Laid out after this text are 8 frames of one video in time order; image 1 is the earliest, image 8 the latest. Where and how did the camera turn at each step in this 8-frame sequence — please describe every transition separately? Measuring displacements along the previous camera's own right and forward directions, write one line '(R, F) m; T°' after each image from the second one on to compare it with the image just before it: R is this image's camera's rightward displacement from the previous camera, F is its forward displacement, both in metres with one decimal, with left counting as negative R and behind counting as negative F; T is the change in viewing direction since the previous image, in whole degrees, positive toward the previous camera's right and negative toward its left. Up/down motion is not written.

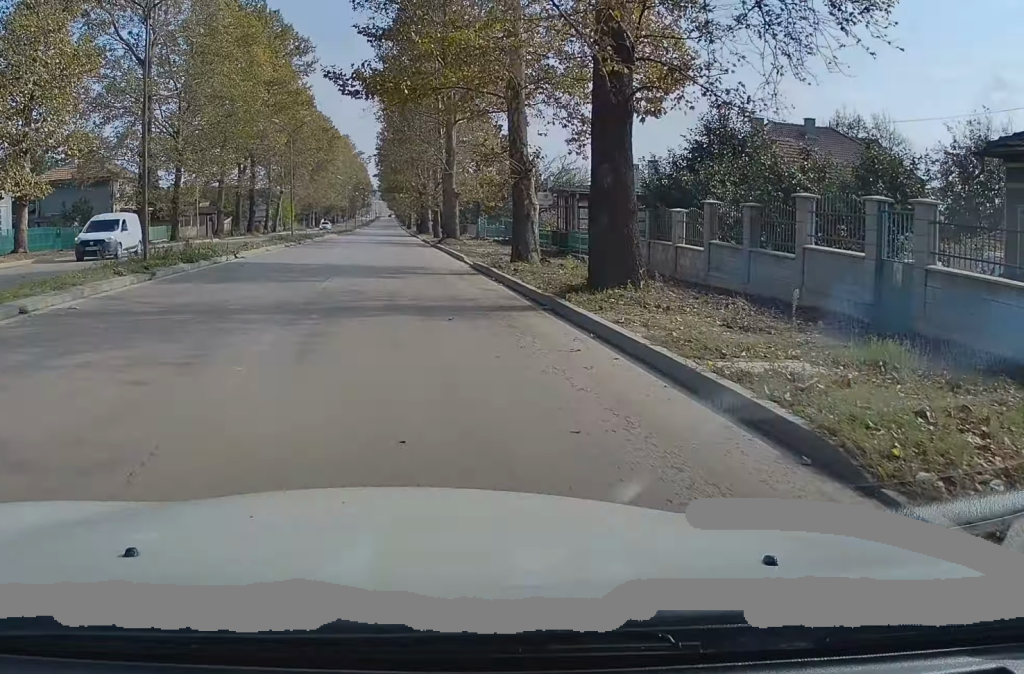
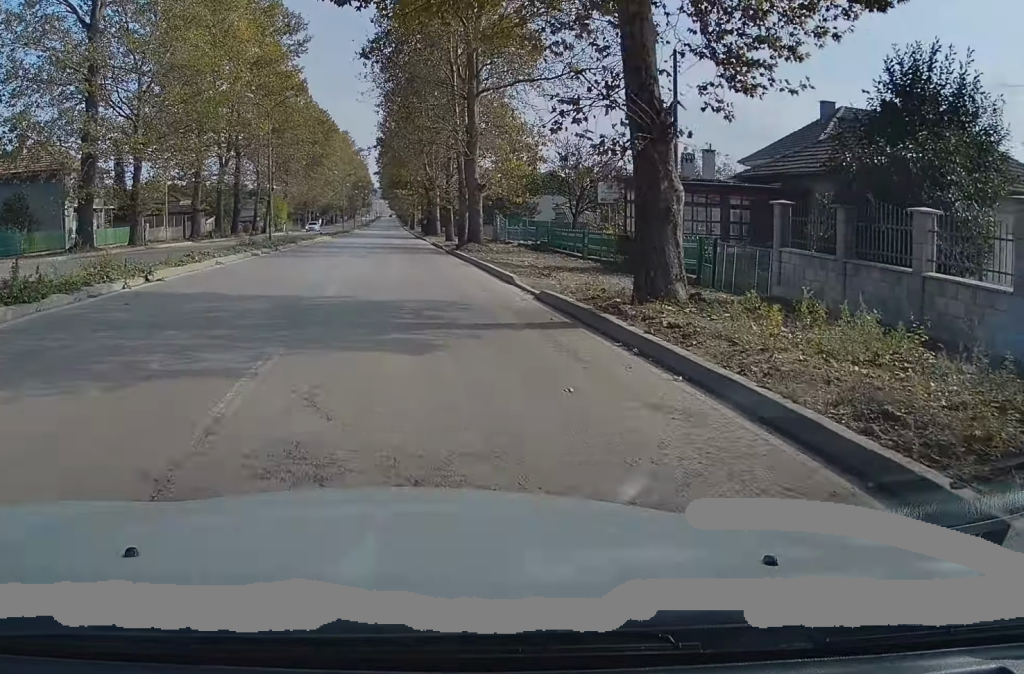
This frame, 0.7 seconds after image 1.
(-0.4, +9.9) m; 0°
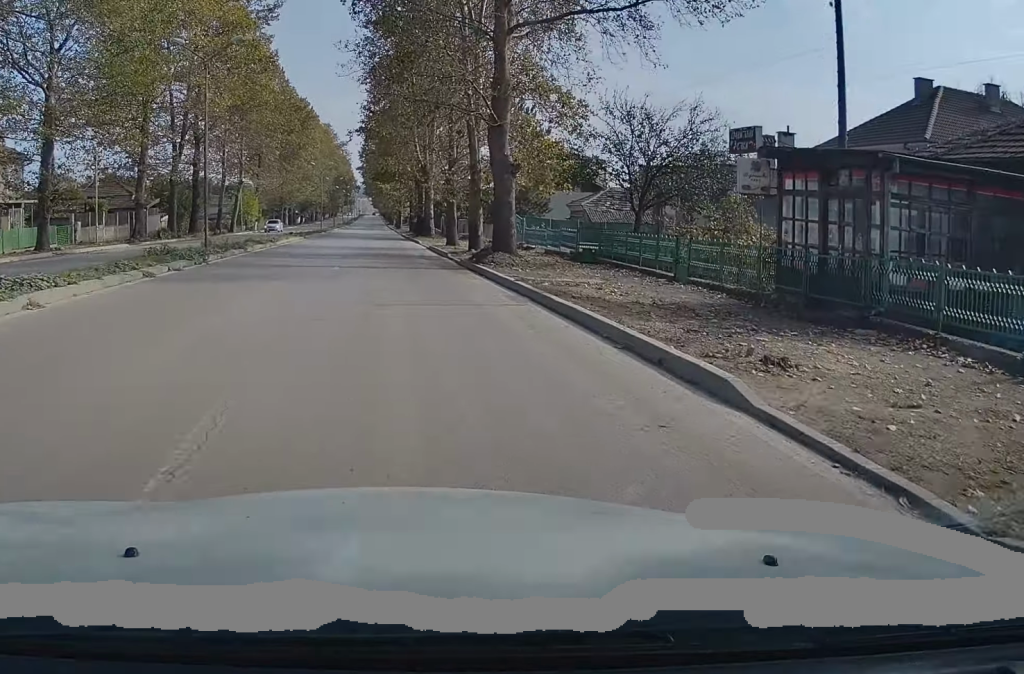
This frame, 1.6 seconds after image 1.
(+0.4, +11.4) m; +1°
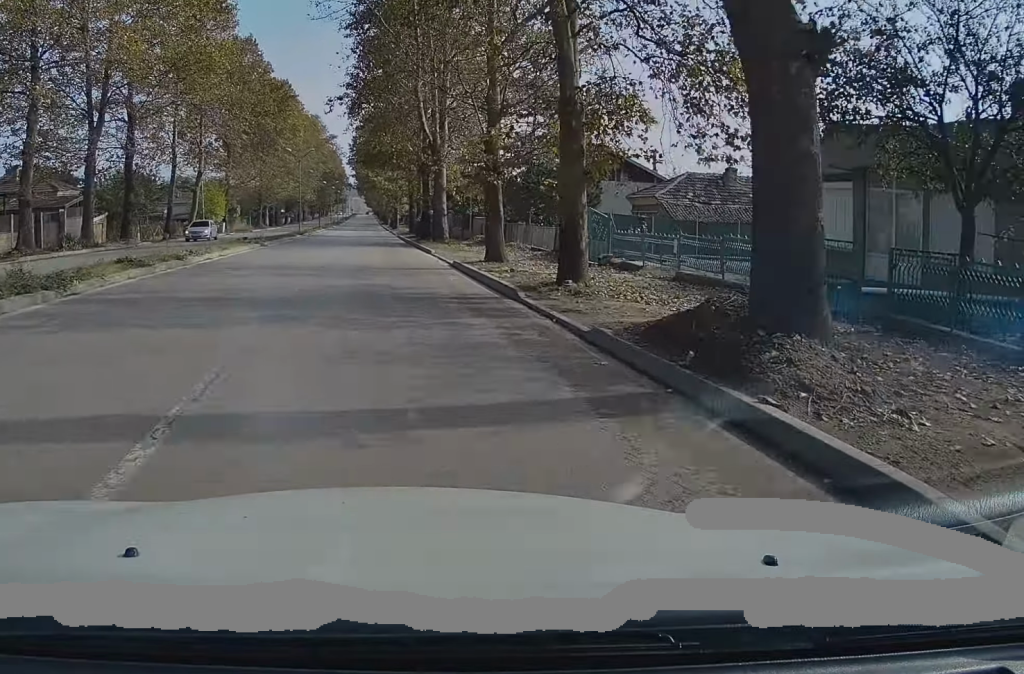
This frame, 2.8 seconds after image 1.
(0.0, +16.9) m; +2°
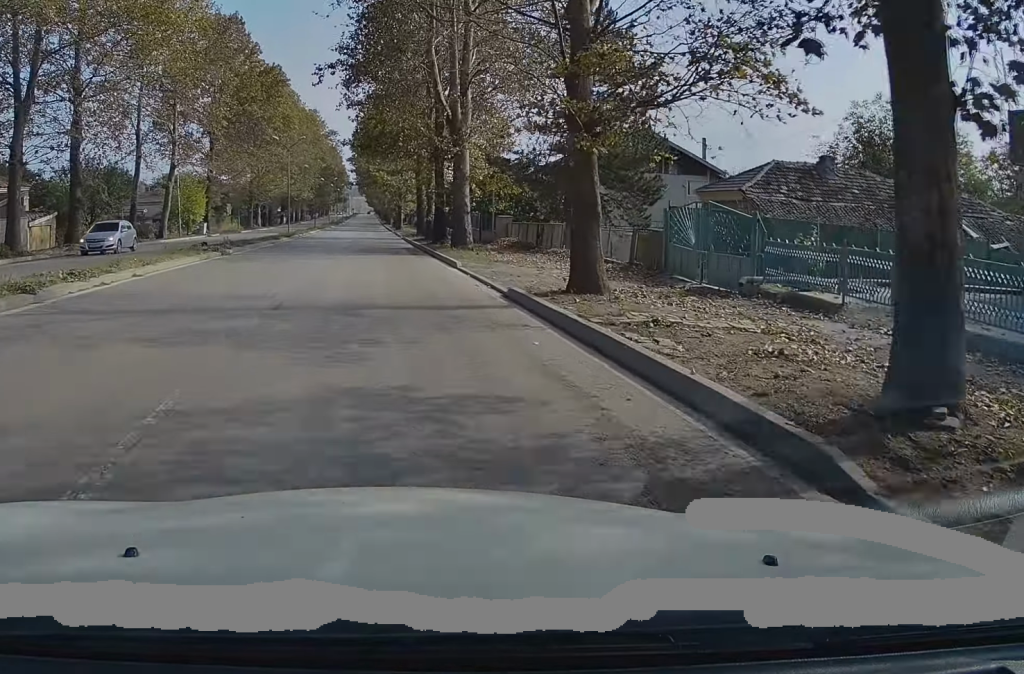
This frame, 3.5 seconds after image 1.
(+0.3, +10.2) m; +1°
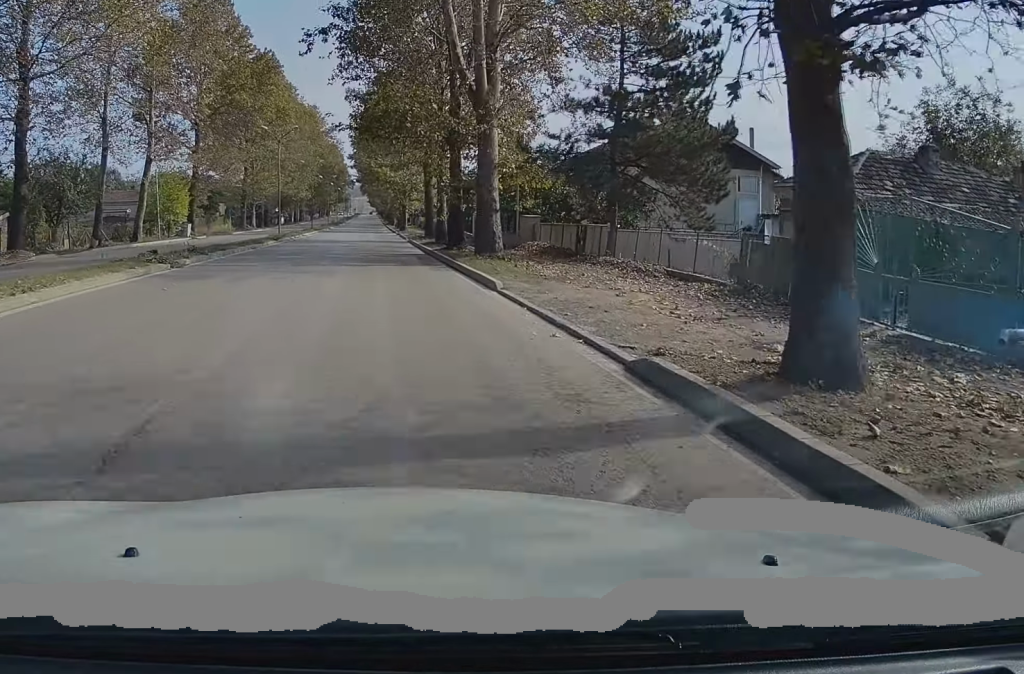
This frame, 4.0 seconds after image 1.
(0.0, +7.3) m; 0°
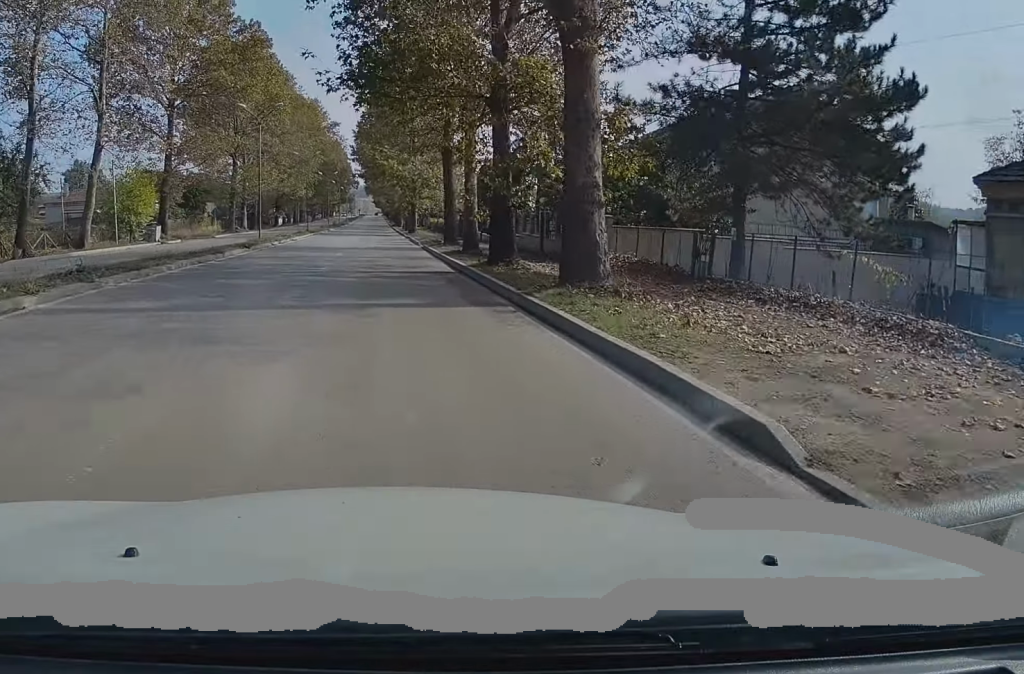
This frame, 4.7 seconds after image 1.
(-0.1, +11.3) m; 0°
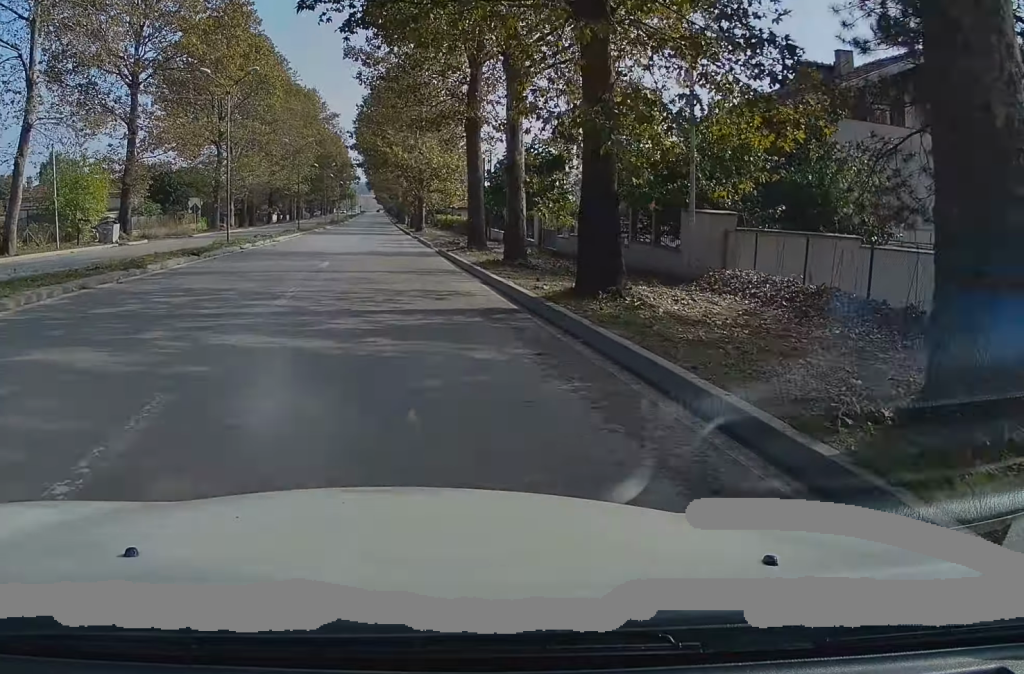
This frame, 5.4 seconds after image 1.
(+0.1, +9.8) m; -1°
